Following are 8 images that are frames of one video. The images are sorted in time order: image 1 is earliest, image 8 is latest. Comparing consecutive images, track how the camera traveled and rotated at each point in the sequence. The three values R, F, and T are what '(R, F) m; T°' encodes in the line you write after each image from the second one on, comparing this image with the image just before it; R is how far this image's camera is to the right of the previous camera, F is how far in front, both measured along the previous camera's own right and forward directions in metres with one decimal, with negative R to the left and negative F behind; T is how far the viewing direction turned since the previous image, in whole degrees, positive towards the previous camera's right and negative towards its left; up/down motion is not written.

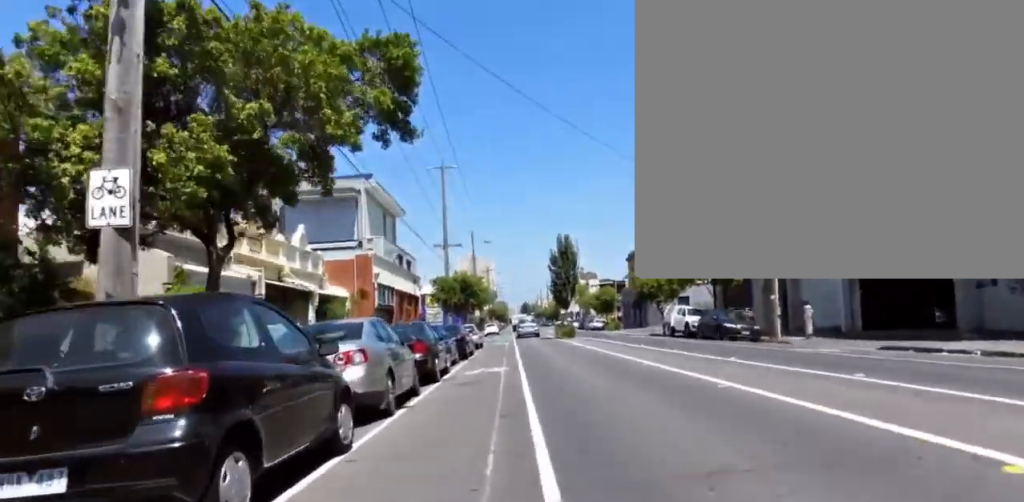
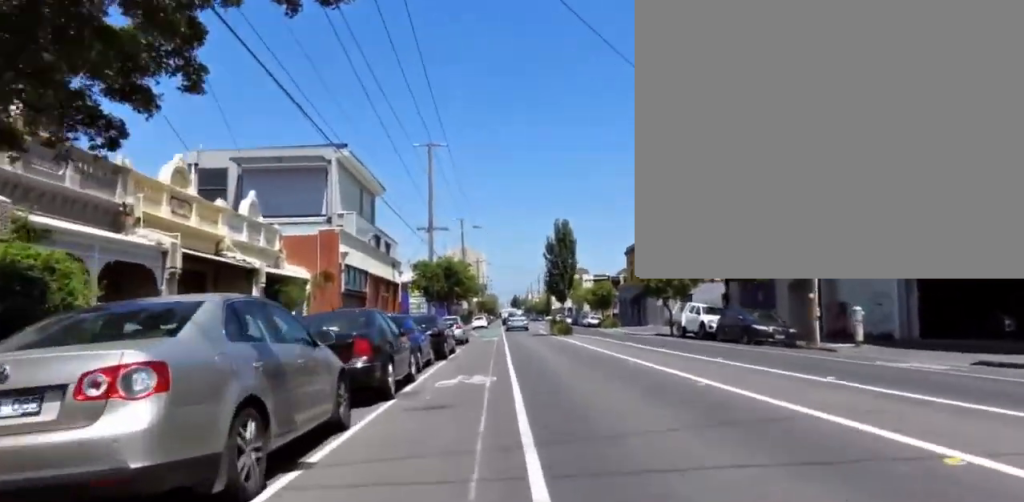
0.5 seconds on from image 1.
(-0.1, +4.1) m; +1°
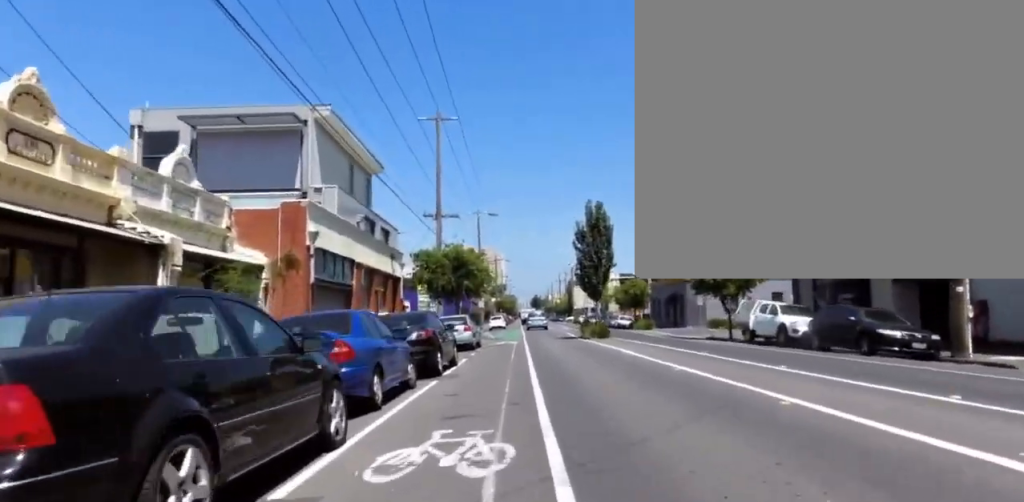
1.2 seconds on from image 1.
(+0.7, +6.0) m; -1°
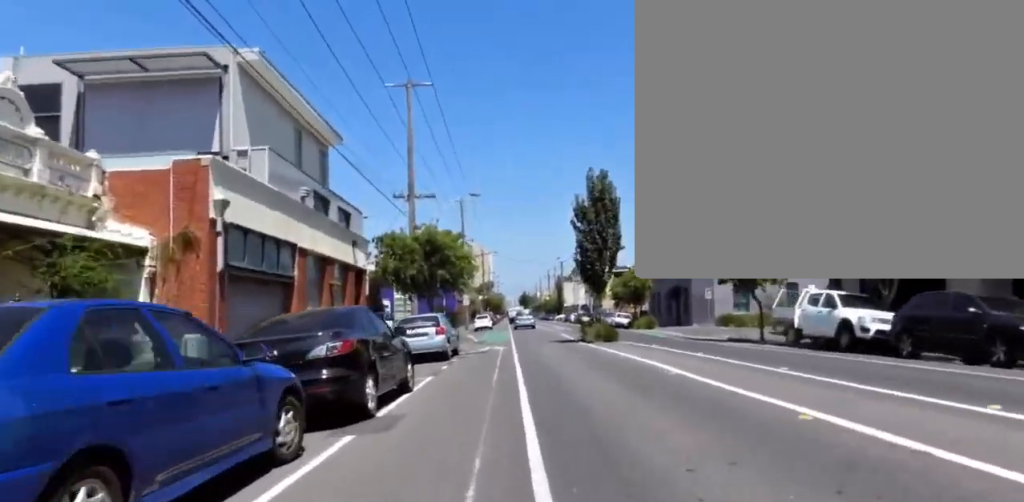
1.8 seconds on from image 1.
(-0.4, +5.0) m; 0°
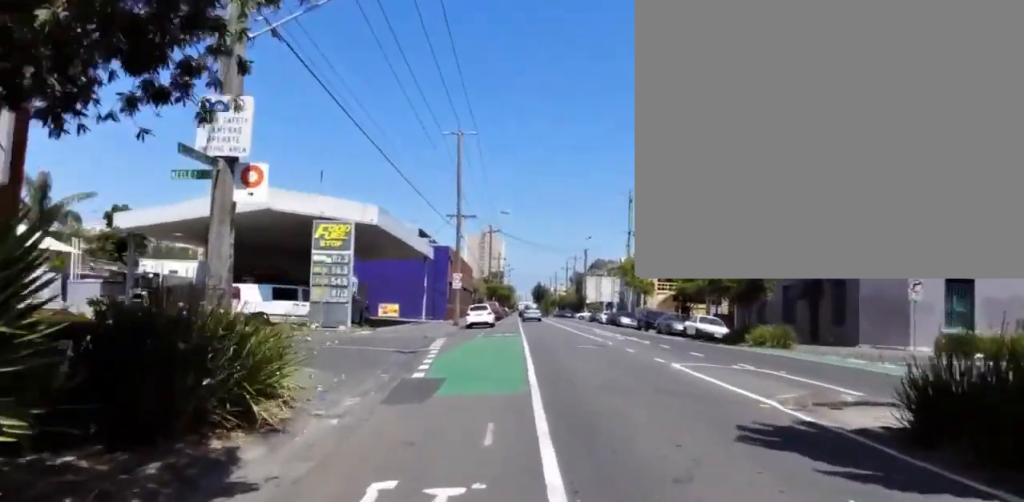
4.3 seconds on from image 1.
(-0.4, +20.7) m; -4°
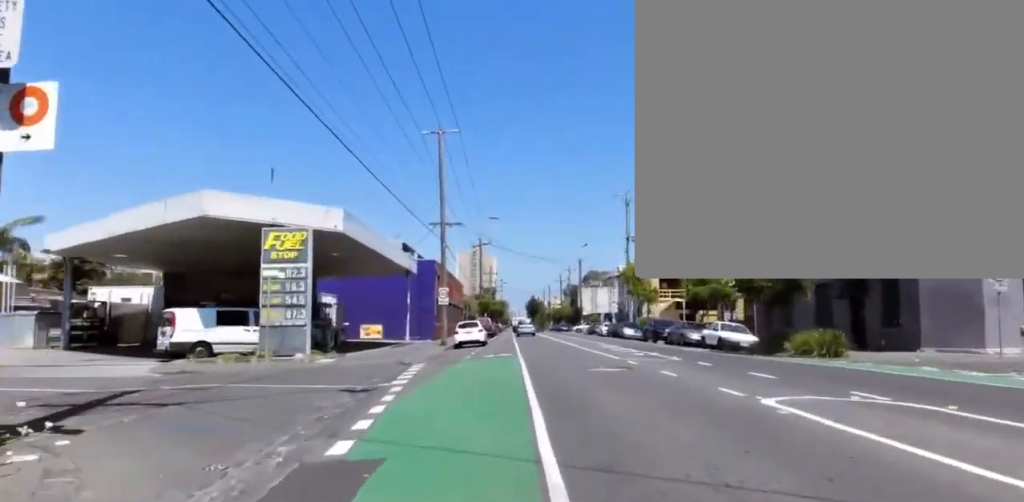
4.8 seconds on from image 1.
(+0.2, +4.2) m; +2°
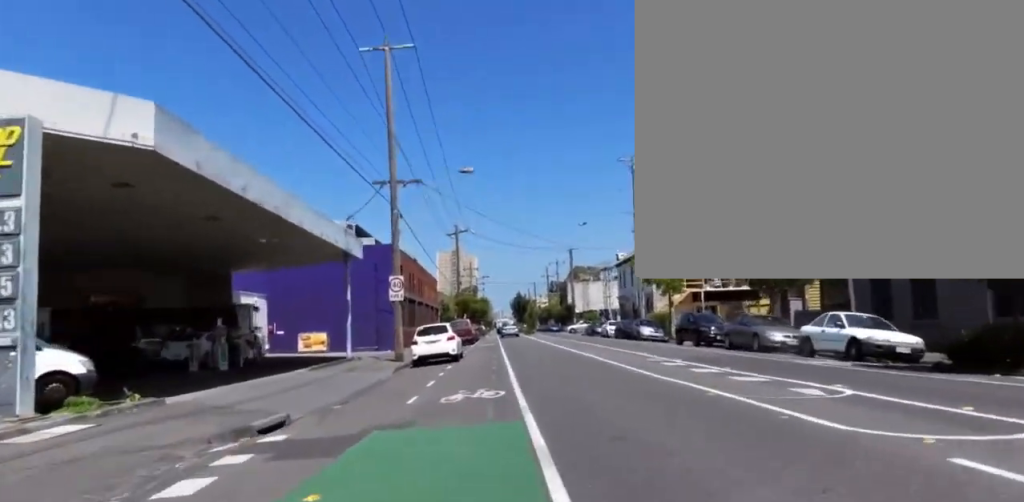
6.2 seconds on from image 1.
(+0.4, +11.4) m; +2°
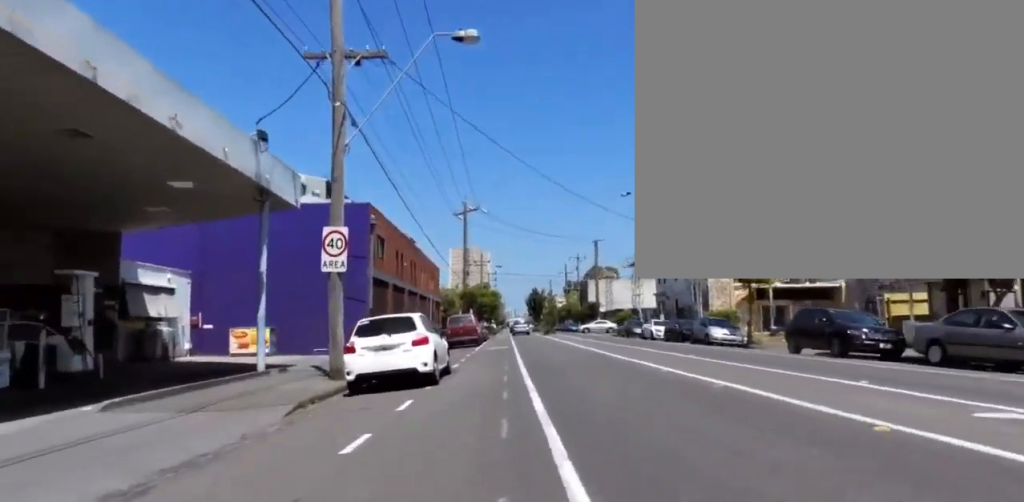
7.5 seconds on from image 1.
(0.0, +11.0) m; 0°
